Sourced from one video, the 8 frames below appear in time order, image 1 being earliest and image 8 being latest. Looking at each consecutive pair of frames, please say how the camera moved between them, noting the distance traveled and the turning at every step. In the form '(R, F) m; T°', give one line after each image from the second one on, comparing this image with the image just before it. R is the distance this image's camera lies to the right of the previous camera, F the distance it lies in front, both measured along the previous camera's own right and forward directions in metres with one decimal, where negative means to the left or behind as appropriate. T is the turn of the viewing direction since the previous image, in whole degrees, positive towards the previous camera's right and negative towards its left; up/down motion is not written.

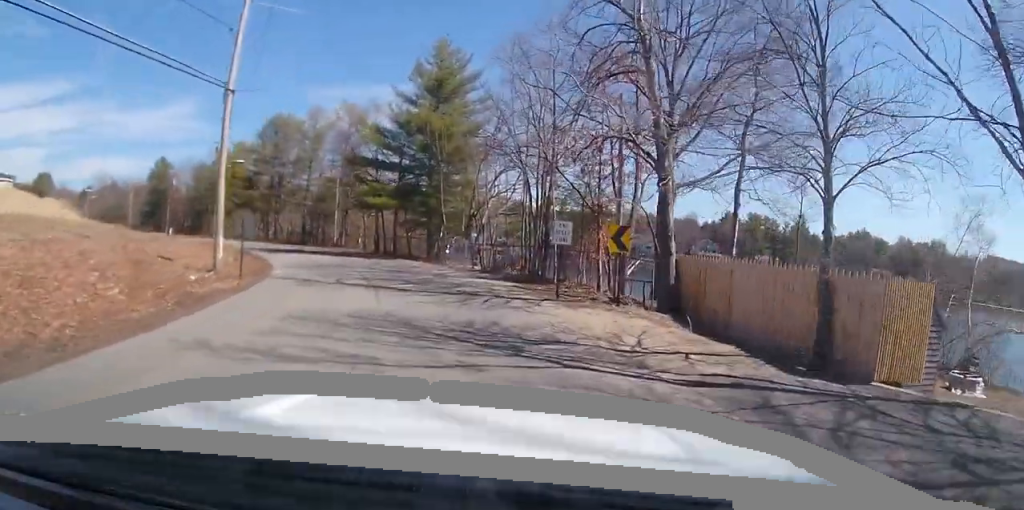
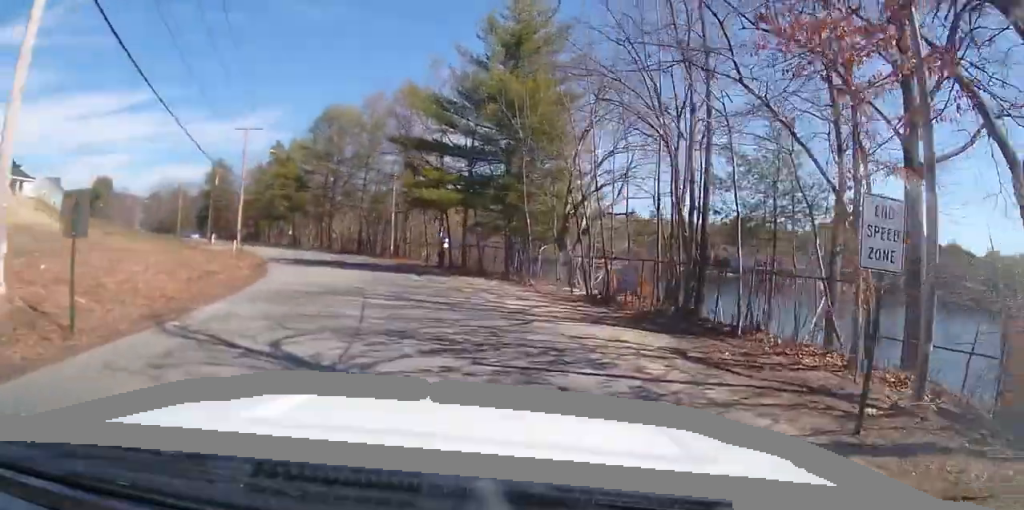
(-0.9, +12.1) m; -9°
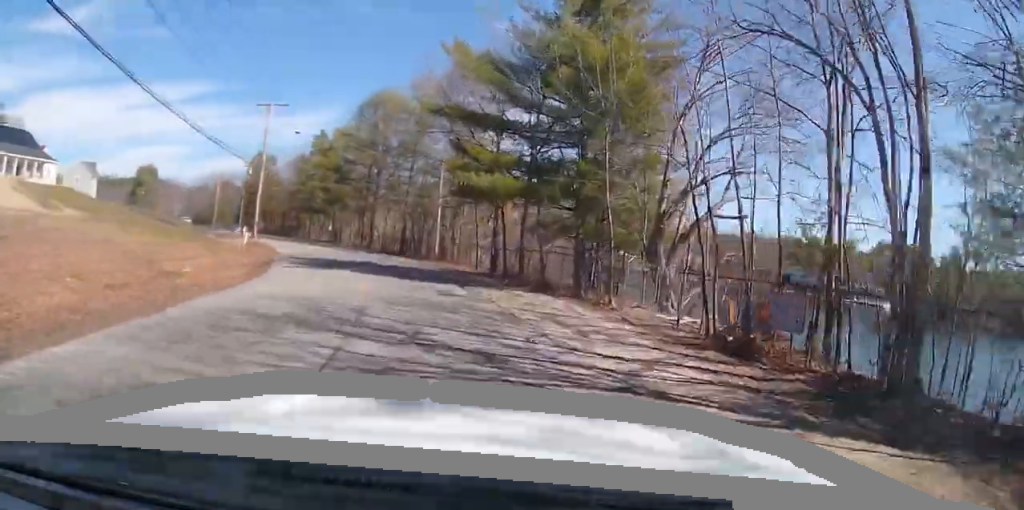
(-0.4, +7.2) m; -6°
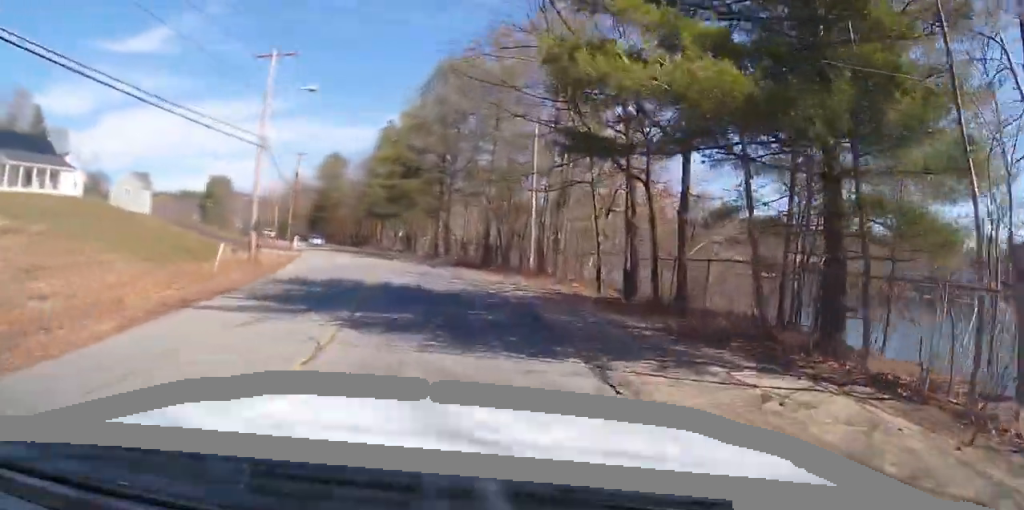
(-1.1, +13.7) m; -7°
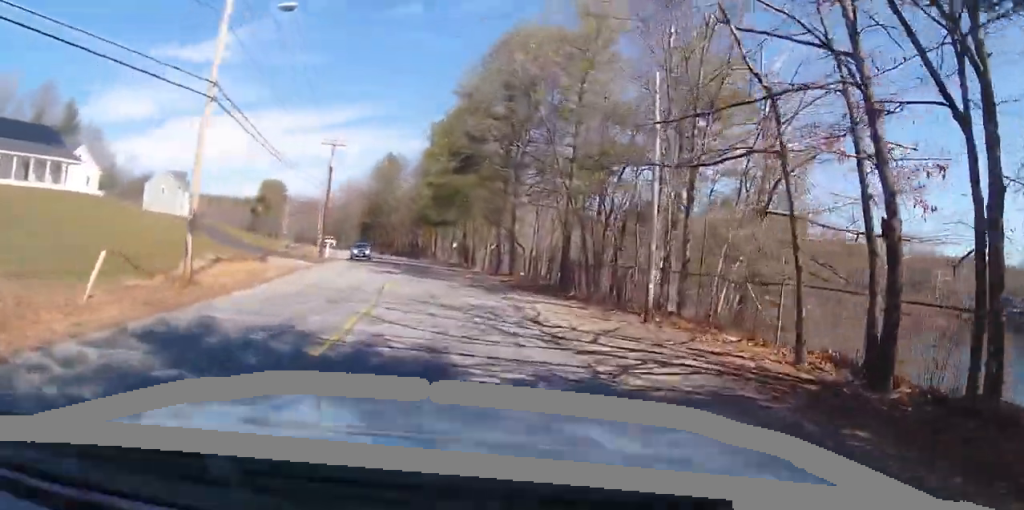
(-0.1, +10.7) m; -8°
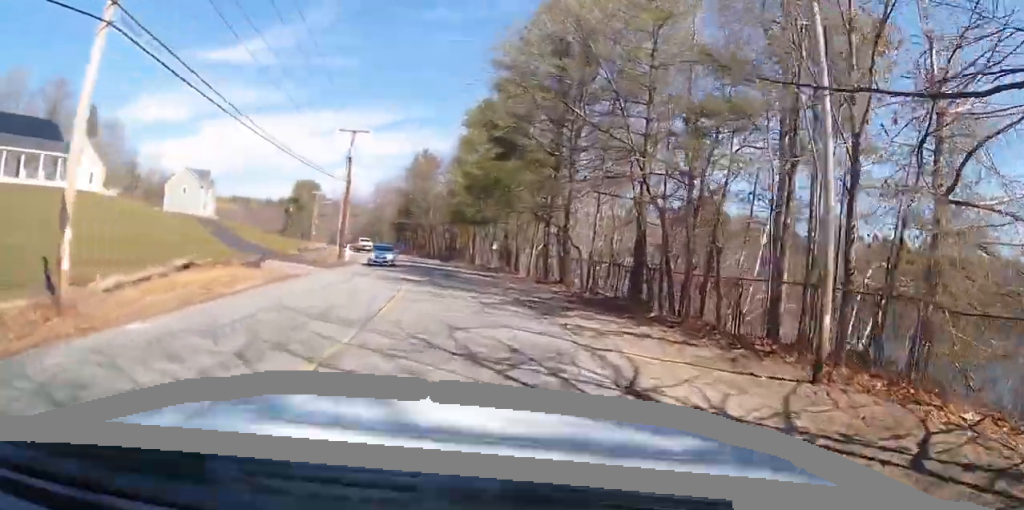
(-0.8, +6.9) m; -7°
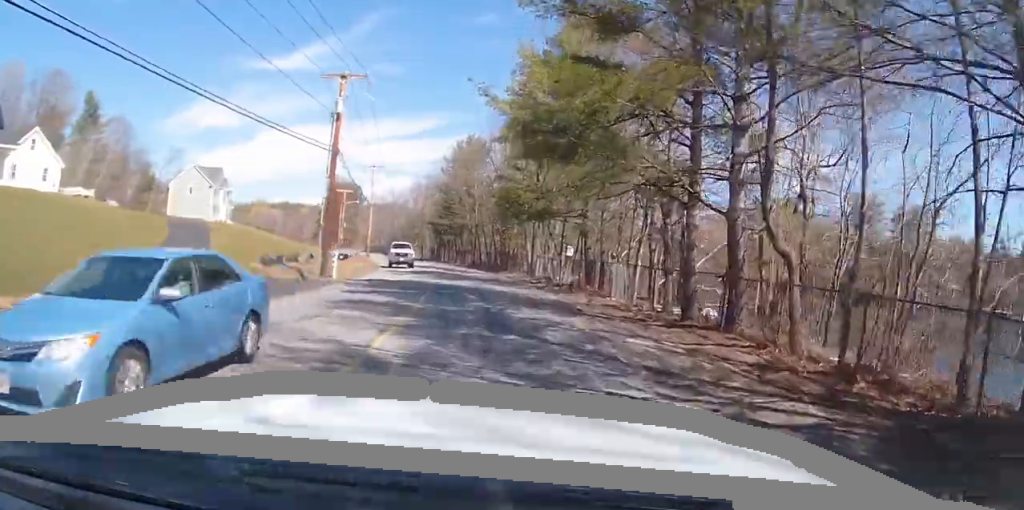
(-2.4, +16.5) m; -12°
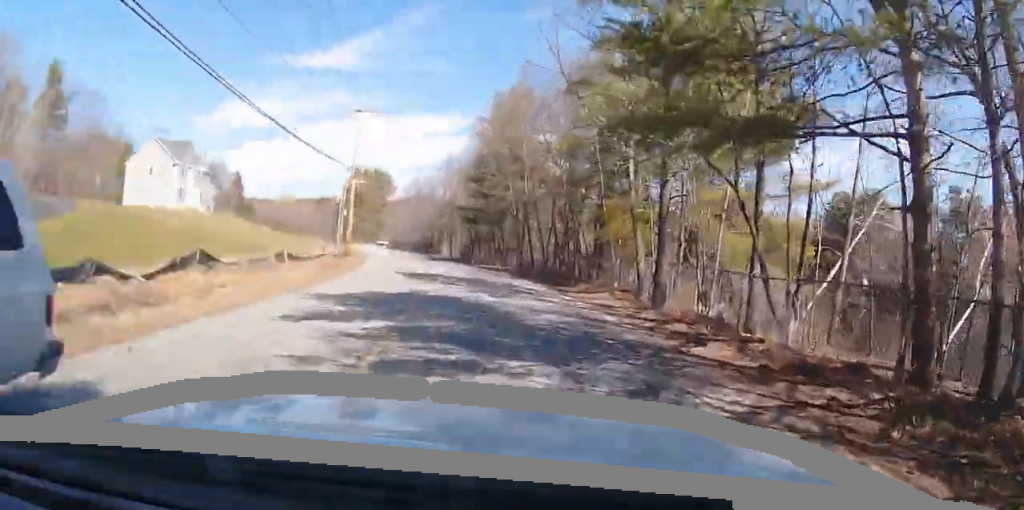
(-1.6, +24.2) m; -7°
